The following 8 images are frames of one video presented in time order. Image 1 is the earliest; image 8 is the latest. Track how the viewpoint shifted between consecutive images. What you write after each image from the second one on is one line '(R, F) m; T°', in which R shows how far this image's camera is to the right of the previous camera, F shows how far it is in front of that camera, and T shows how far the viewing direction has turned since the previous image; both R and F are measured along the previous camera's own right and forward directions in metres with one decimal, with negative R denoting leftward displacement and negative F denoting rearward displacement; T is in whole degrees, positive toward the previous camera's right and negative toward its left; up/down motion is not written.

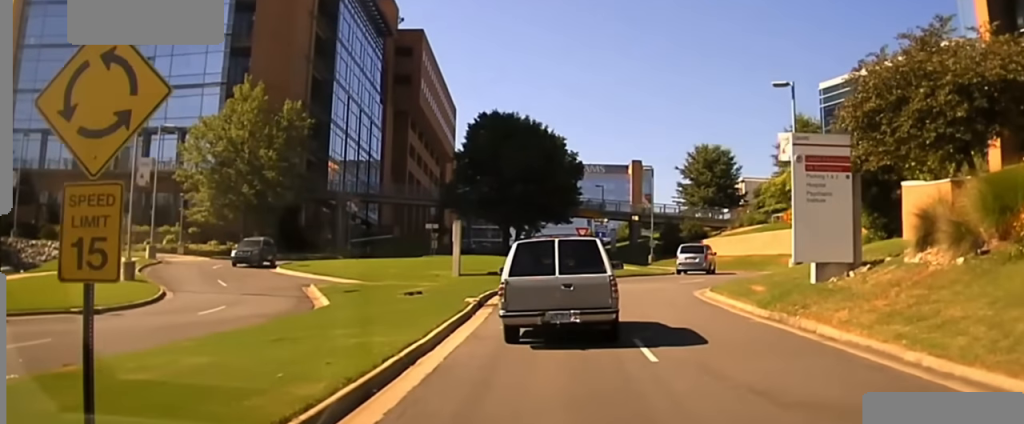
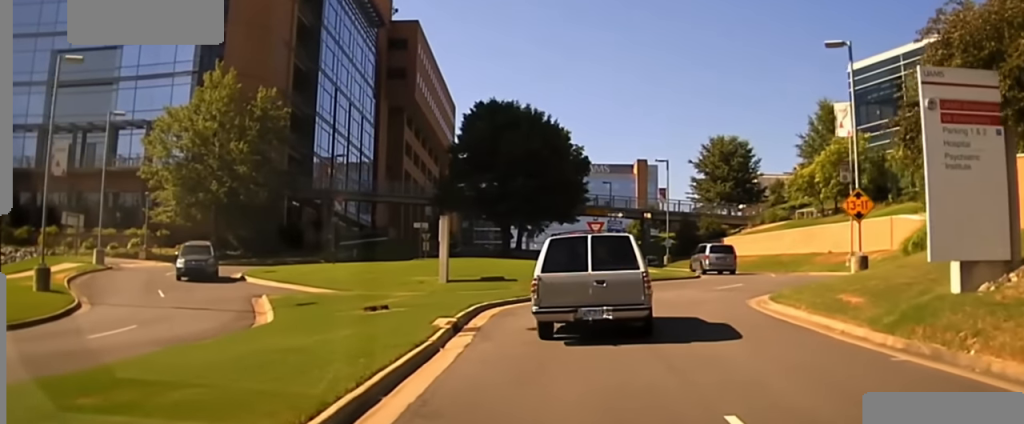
(+0.2, +6.6) m; +2°
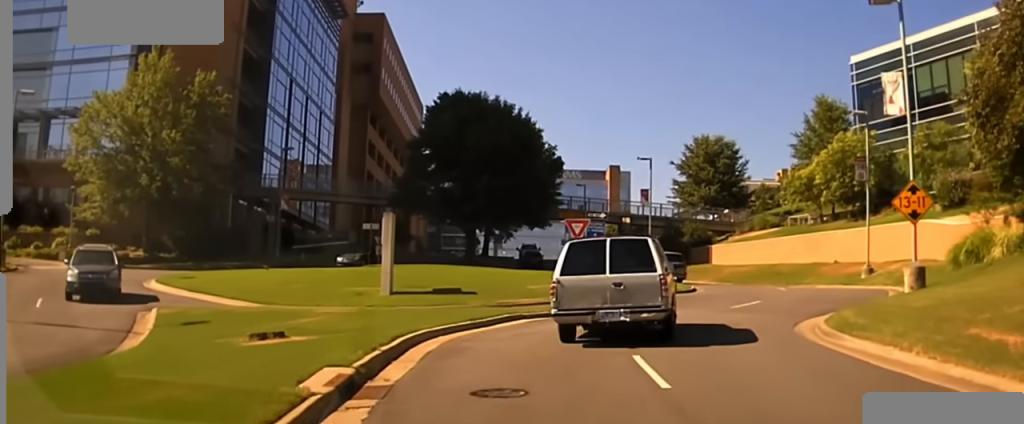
(0.0, +6.5) m; +1°
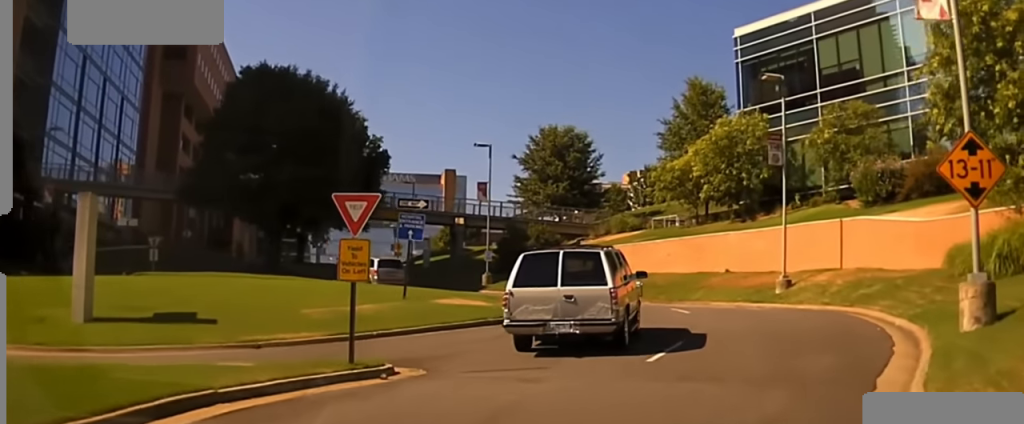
(+0.6, +12.1) m; +7°
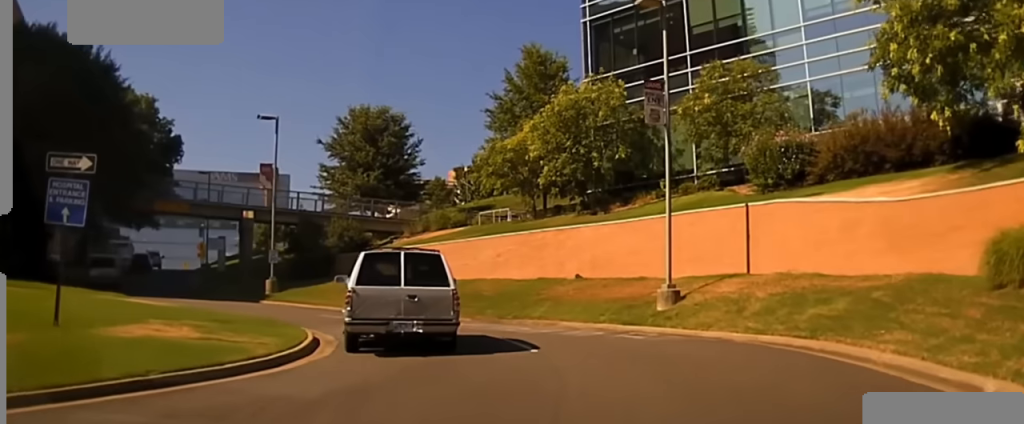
(+0.7, +13.2) m; +11°
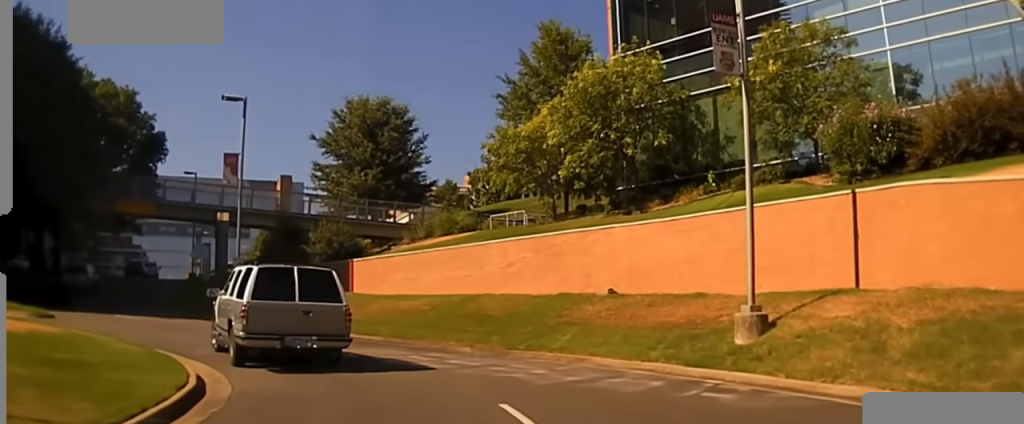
(+1.2, +9.2) m; +4°
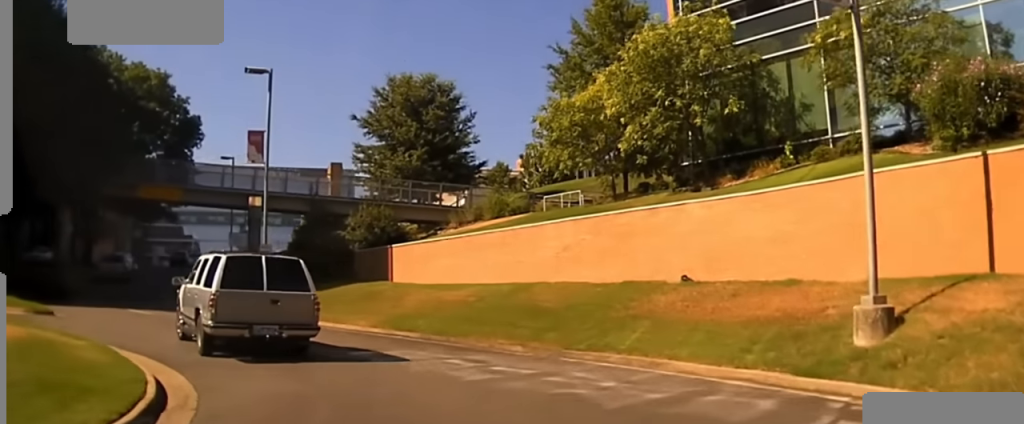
(-0.2, +3.5) m; -5°
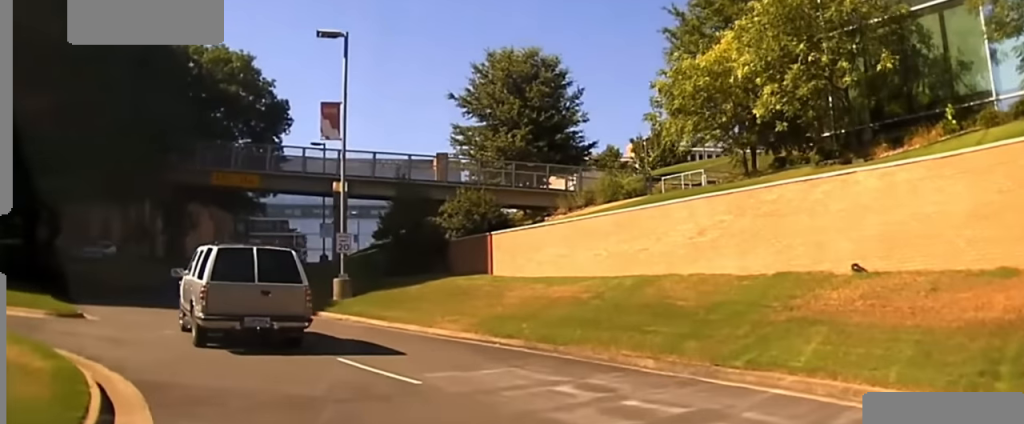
(-0.2, +5.2) m; -8°
